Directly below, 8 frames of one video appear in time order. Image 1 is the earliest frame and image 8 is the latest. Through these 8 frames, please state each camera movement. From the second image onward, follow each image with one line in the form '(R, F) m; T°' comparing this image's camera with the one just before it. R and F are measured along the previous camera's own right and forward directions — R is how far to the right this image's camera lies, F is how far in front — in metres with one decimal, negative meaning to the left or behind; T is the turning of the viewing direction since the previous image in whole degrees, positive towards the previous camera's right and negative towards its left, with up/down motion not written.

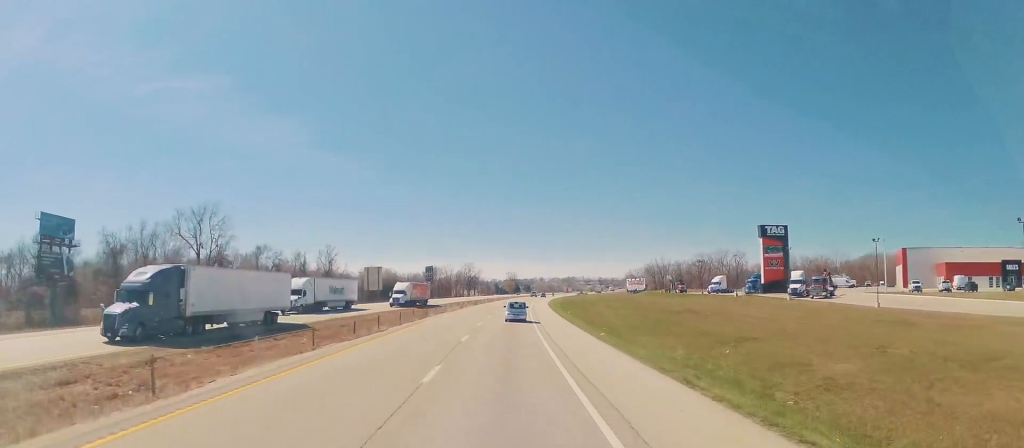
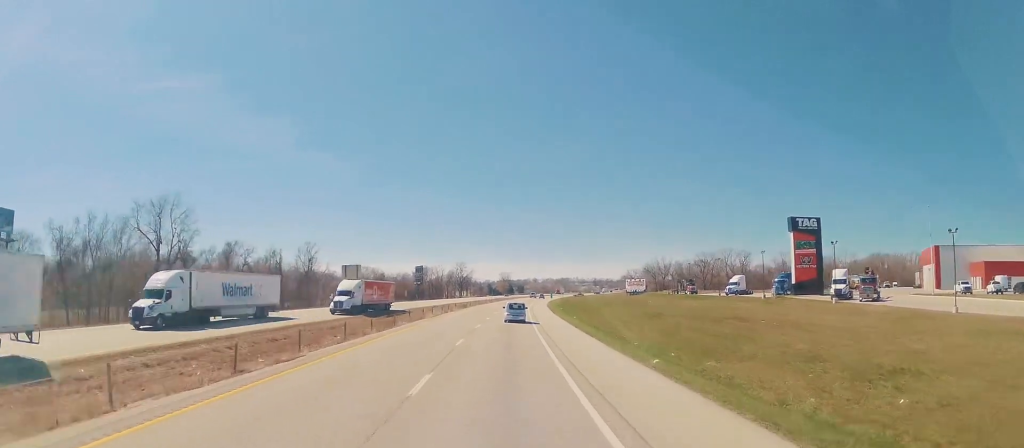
(0.0, +13.9) m; 0°
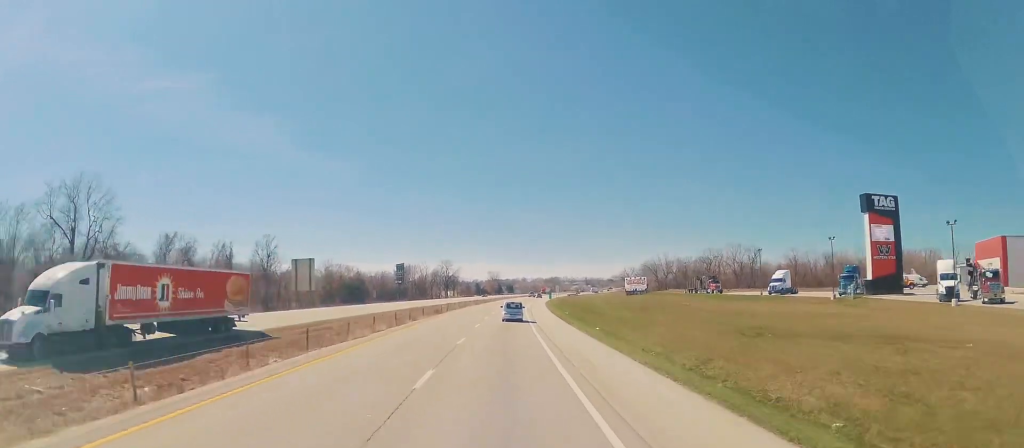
(0.0, +22.5) m; +1°
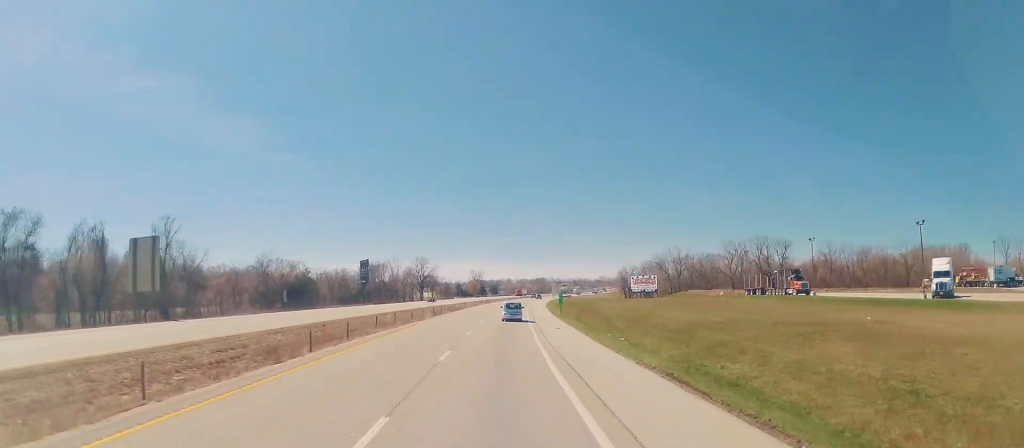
(+0.8, +42.9) m; +2°
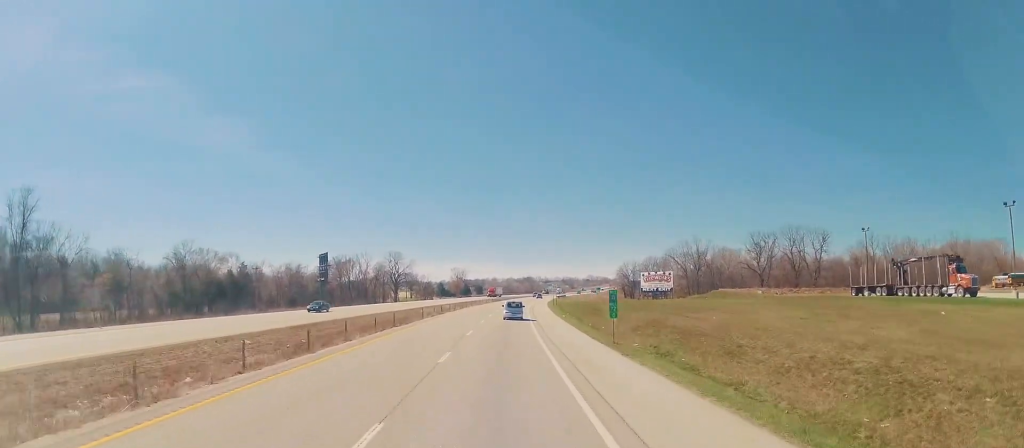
(+0.5, +36.6) m; +2°
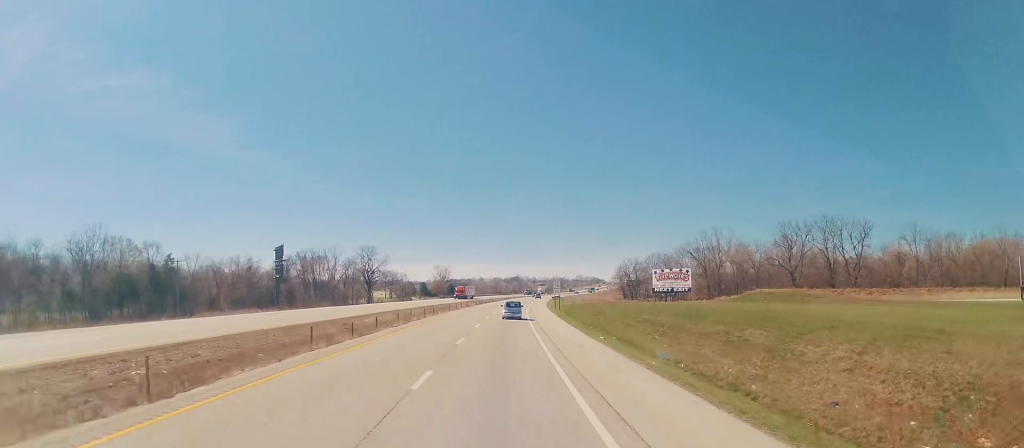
(+0.4, +29.0) m; +1°
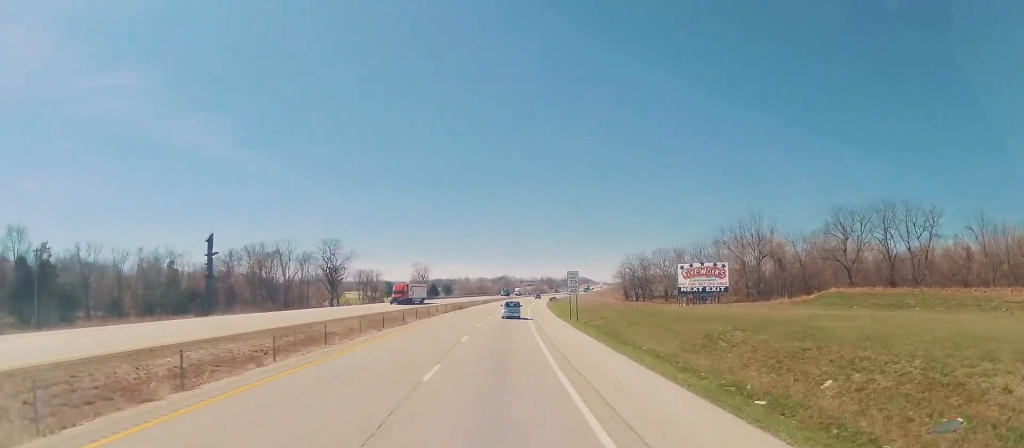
(+0.1, +36.1) m; 0°
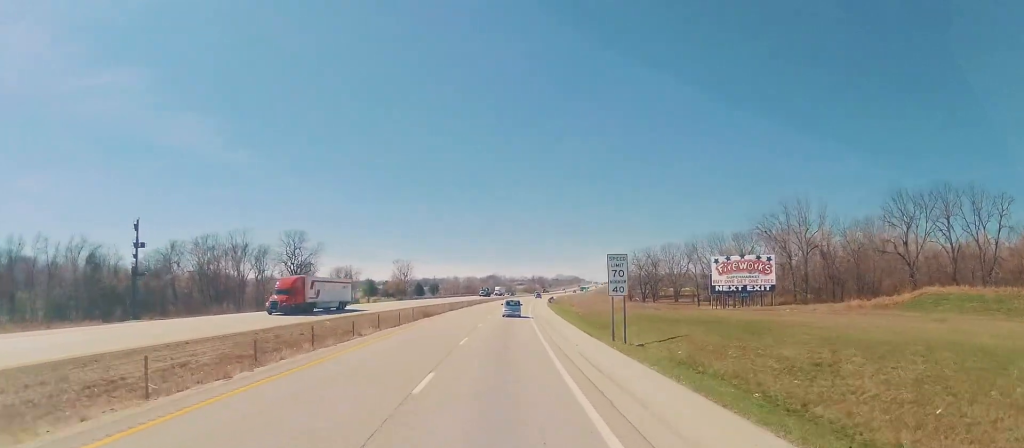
(-0.1, +26.8) m; +1°
